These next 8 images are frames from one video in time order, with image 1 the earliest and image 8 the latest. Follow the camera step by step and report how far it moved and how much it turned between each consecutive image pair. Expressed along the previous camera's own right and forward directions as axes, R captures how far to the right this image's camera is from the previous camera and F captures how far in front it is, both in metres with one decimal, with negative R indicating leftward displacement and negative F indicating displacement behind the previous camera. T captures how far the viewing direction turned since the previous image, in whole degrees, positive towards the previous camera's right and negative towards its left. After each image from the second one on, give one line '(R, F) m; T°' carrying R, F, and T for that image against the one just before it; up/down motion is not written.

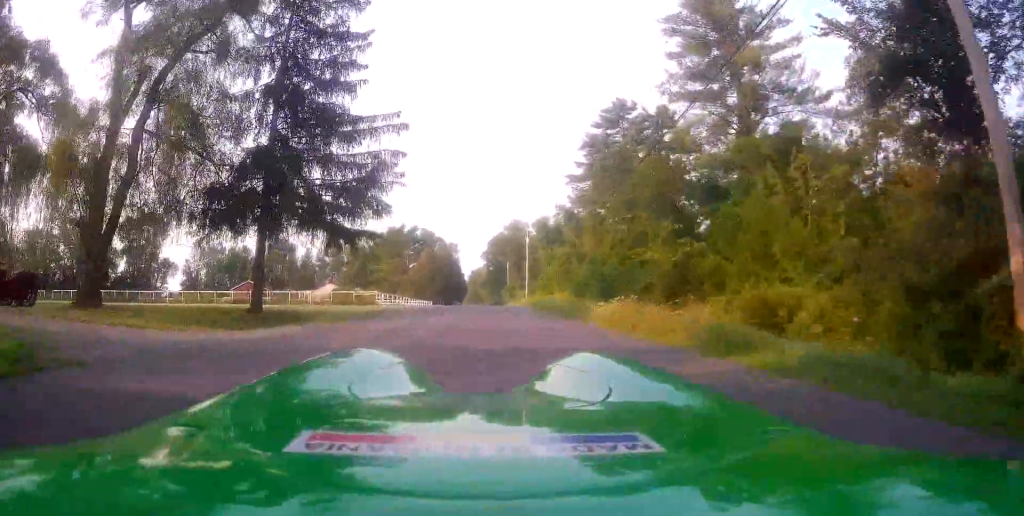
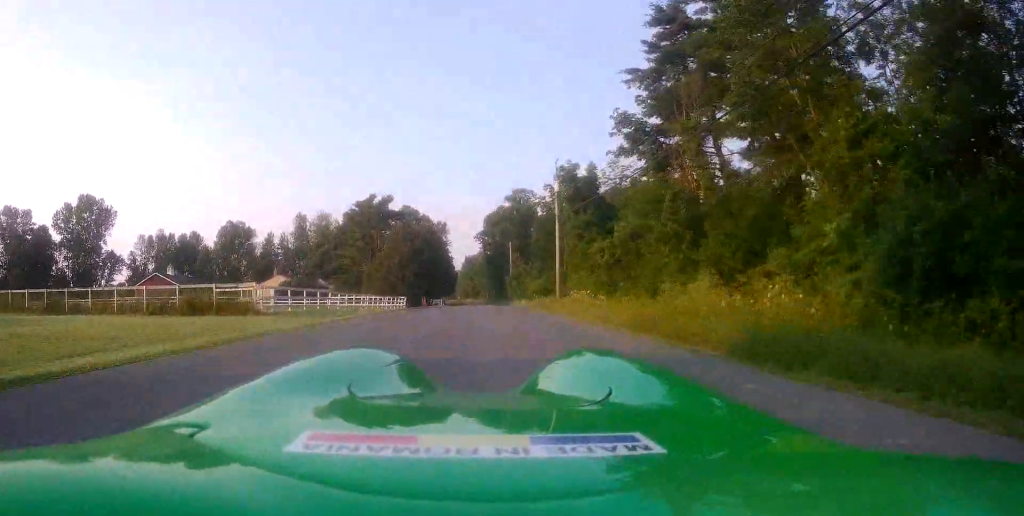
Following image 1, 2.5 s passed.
(+0.1, +31.1) m; +2°
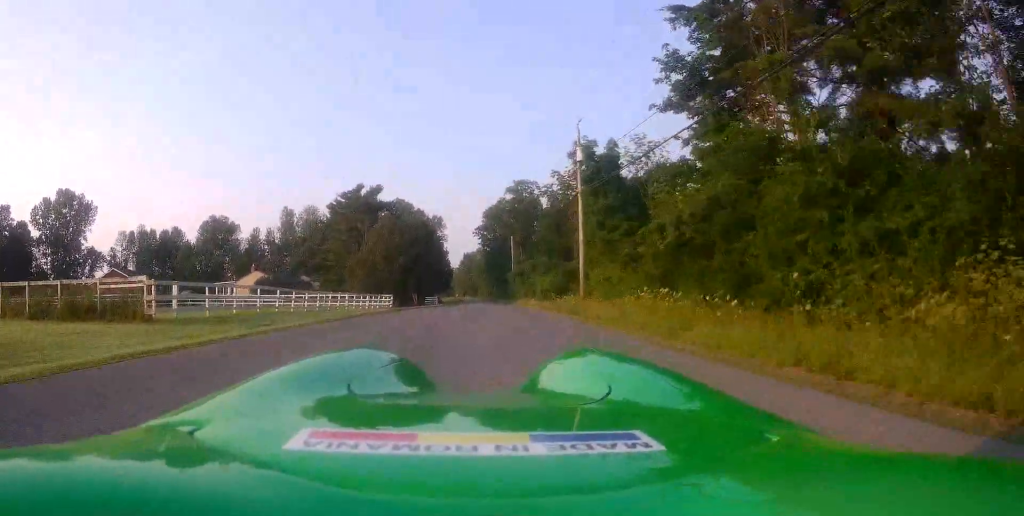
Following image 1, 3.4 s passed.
(+0.3, +9.8) m; +2°
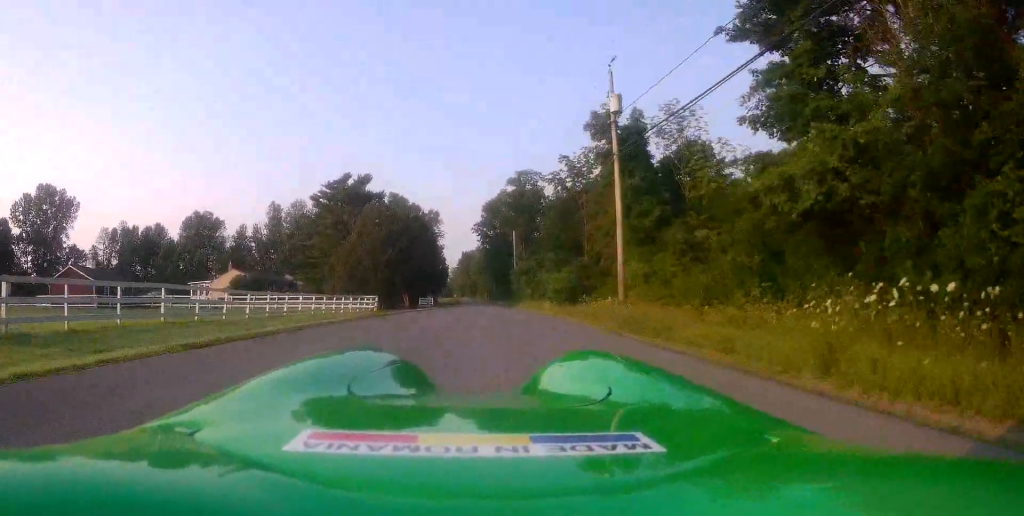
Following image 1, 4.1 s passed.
(0.0, +8.8) m; 0°
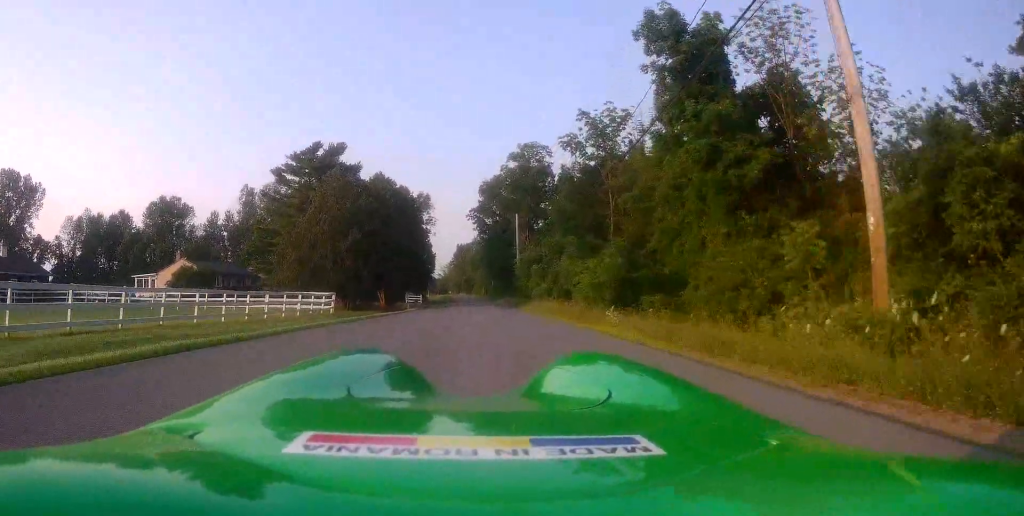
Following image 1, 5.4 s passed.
(0.0, +14.5) m; -2°
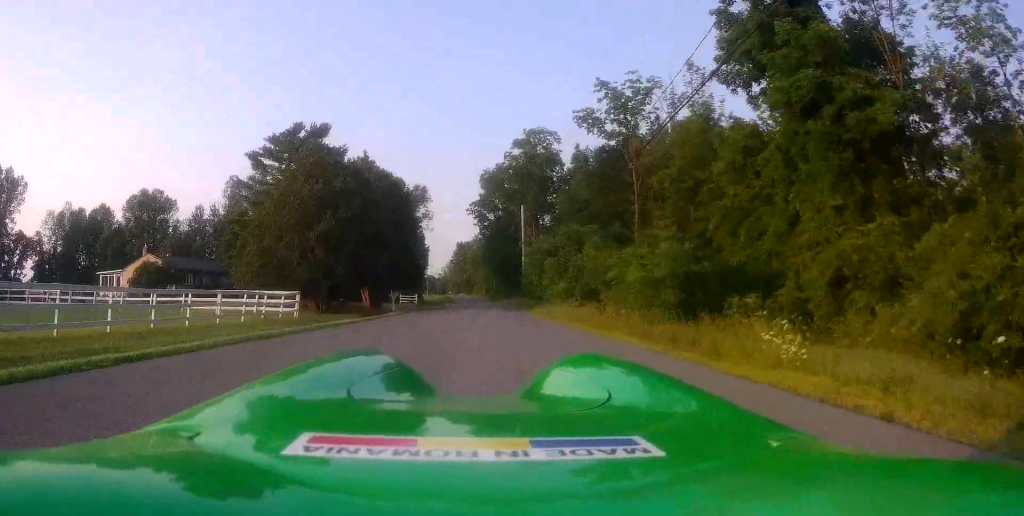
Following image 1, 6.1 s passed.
(-0.3, +8.2) m; 0°
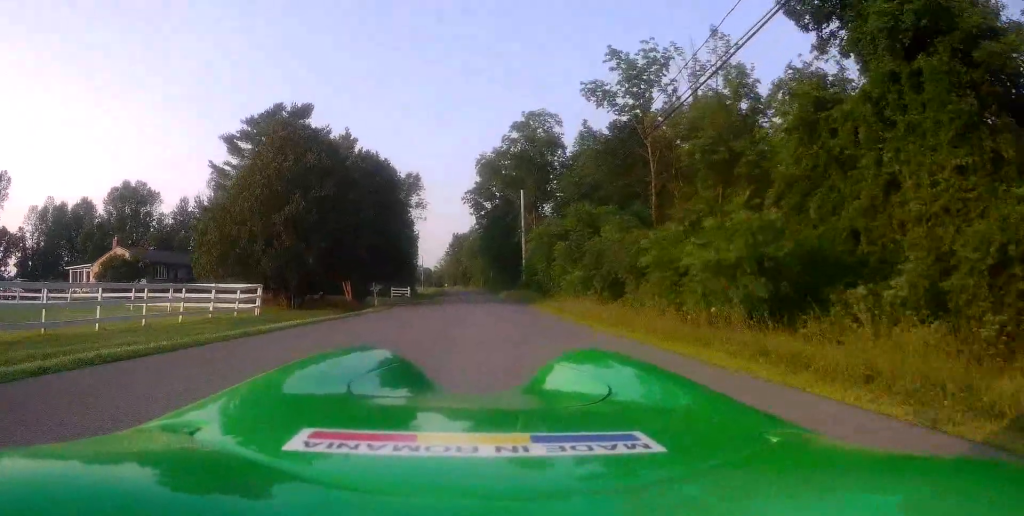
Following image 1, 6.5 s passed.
(0.0, +5.3) m; 0°
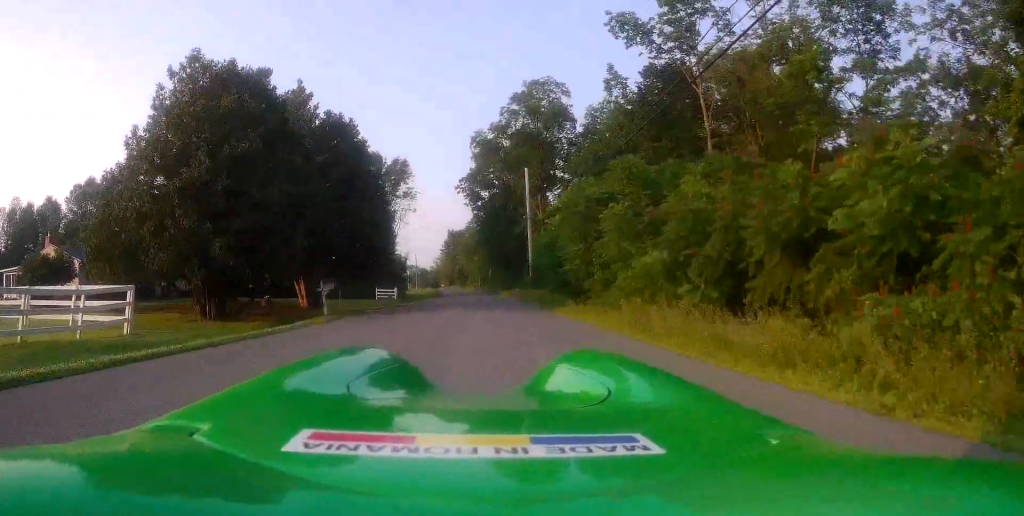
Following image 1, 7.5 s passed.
(+0.3, +11.1) m; 0°
